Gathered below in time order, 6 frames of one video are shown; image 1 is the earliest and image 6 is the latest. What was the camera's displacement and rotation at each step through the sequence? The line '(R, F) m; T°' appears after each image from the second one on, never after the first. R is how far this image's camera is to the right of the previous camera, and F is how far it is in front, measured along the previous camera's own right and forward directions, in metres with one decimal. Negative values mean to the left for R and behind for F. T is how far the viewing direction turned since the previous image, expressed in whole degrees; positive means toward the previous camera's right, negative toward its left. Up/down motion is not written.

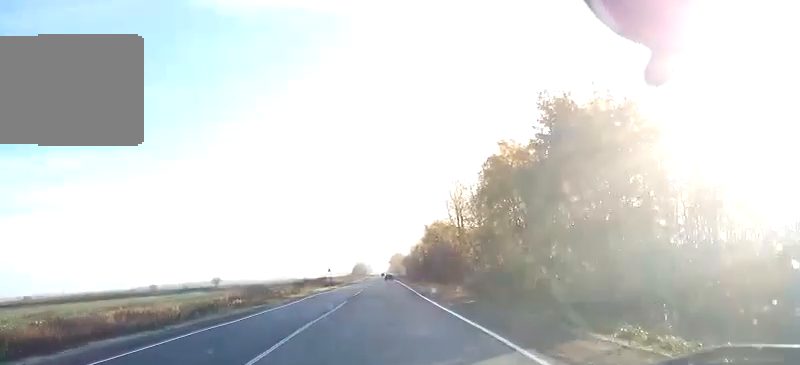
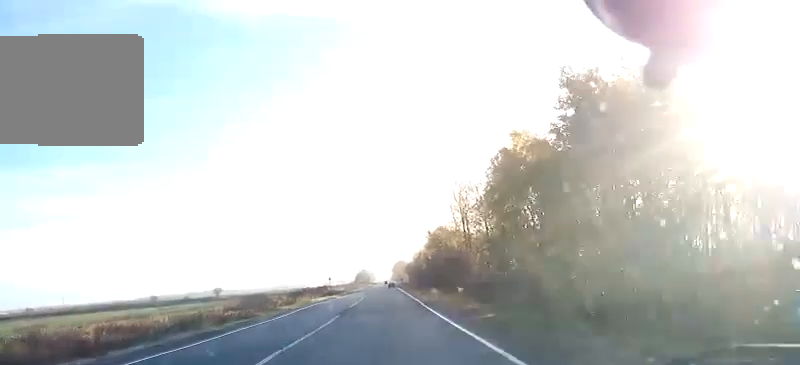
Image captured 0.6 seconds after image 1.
(0.0, +4.9) m; 0°
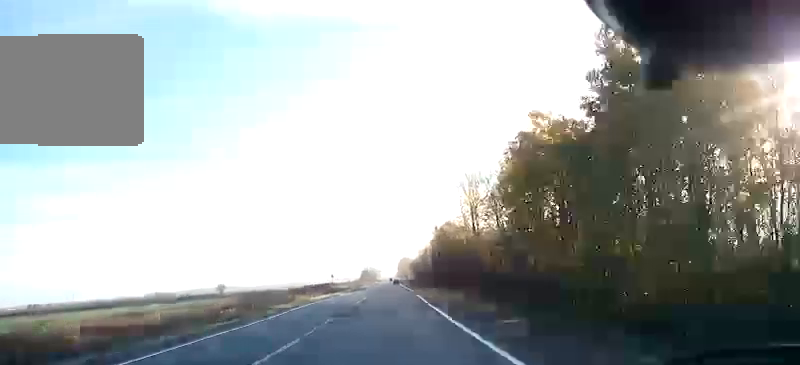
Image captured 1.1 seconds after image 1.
(0.0, +4.3) m; 0°
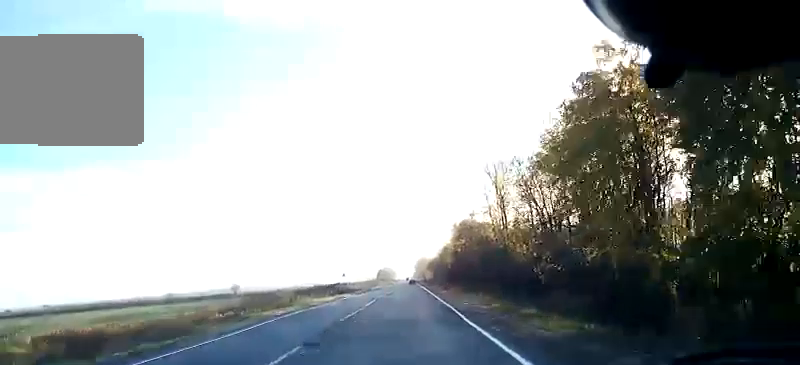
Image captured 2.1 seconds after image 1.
(0.0, +9.7) m; 0°
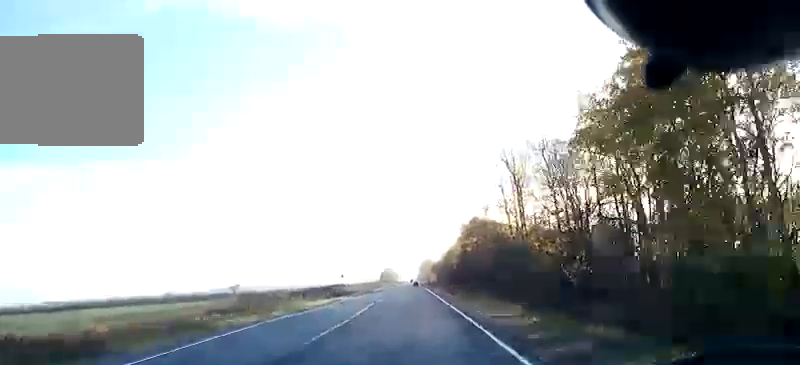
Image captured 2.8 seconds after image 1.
(0.0, +7.7) m; 0°
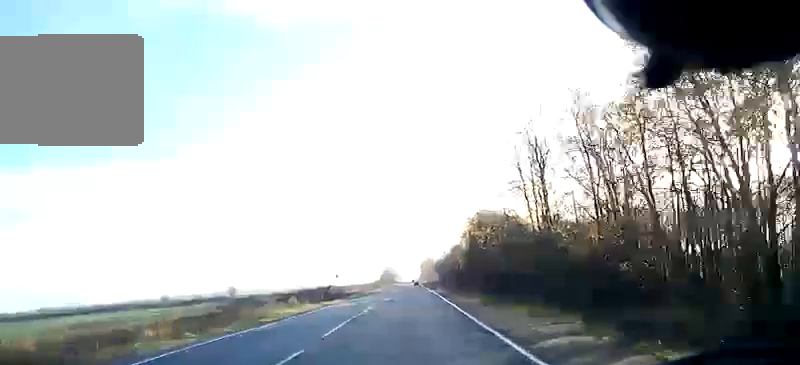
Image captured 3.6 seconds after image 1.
(0.0, +9.9) m; 0°
